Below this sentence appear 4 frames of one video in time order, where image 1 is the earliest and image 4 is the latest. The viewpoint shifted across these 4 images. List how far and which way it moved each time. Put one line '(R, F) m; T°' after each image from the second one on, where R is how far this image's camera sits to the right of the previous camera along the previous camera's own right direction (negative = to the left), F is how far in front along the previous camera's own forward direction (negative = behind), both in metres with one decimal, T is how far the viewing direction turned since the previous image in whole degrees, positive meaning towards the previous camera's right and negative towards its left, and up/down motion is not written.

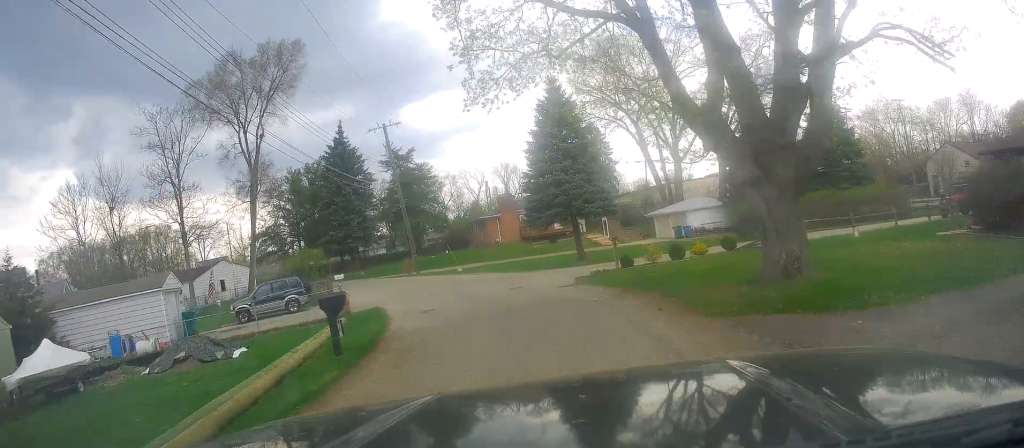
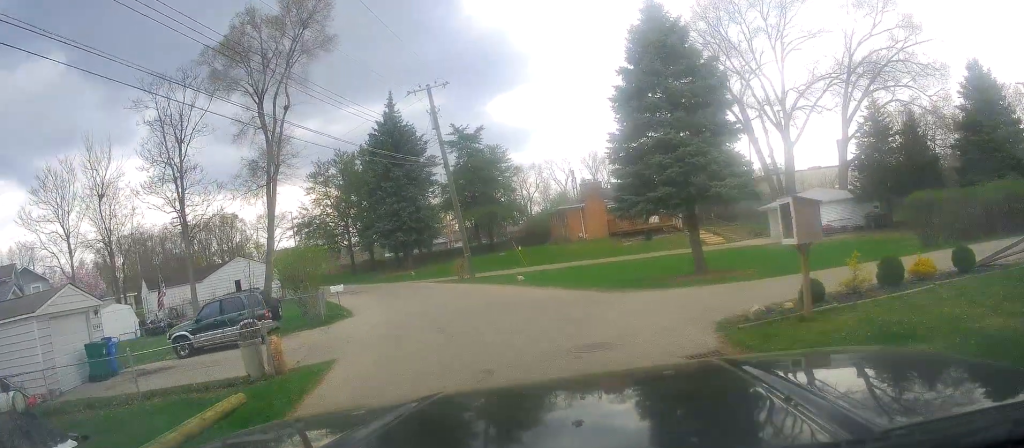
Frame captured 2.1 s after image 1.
(+0.8, +9.2) m; -3°
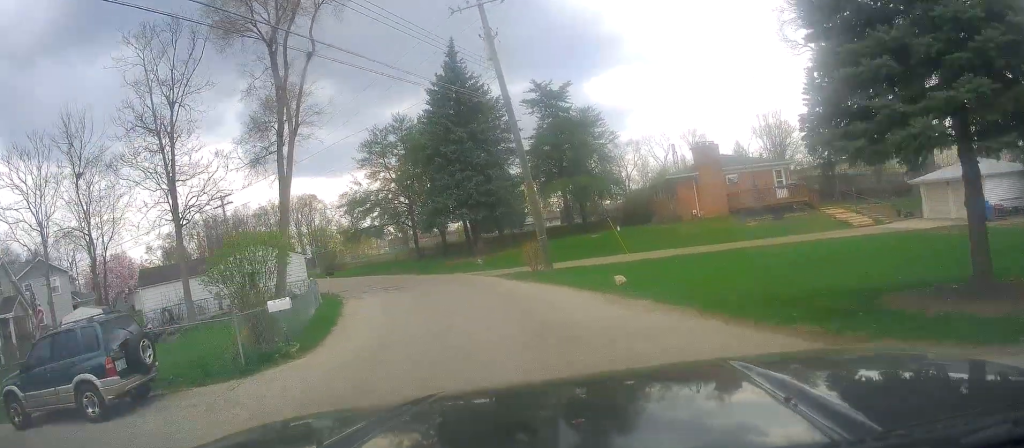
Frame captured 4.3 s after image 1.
(-1.9, +9.5) m; -14°
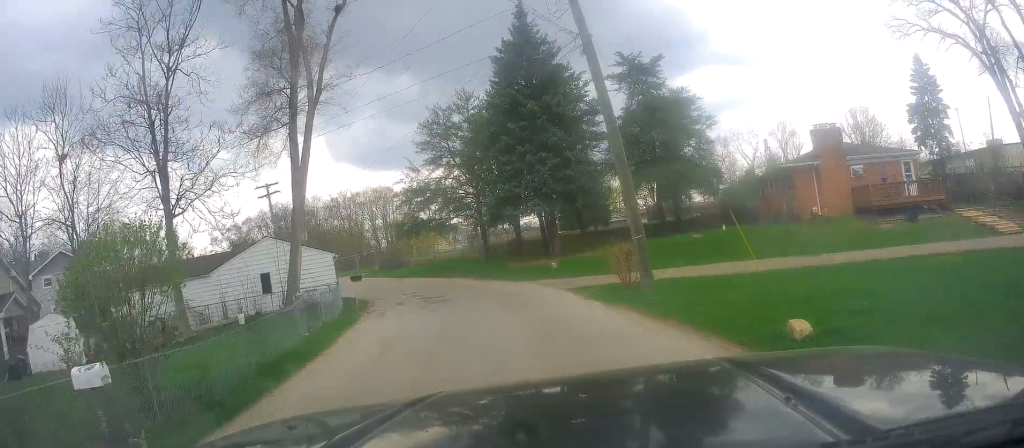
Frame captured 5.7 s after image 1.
(-0.5, +7.0) m; -11°
